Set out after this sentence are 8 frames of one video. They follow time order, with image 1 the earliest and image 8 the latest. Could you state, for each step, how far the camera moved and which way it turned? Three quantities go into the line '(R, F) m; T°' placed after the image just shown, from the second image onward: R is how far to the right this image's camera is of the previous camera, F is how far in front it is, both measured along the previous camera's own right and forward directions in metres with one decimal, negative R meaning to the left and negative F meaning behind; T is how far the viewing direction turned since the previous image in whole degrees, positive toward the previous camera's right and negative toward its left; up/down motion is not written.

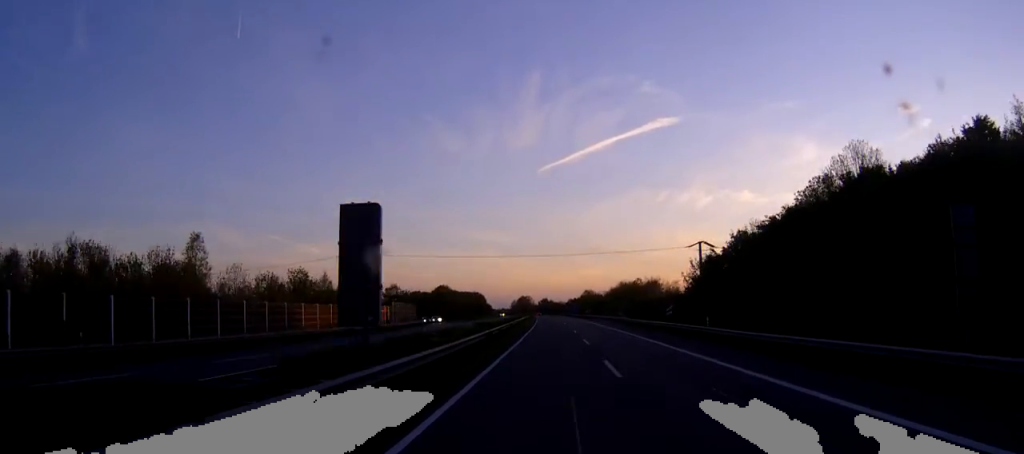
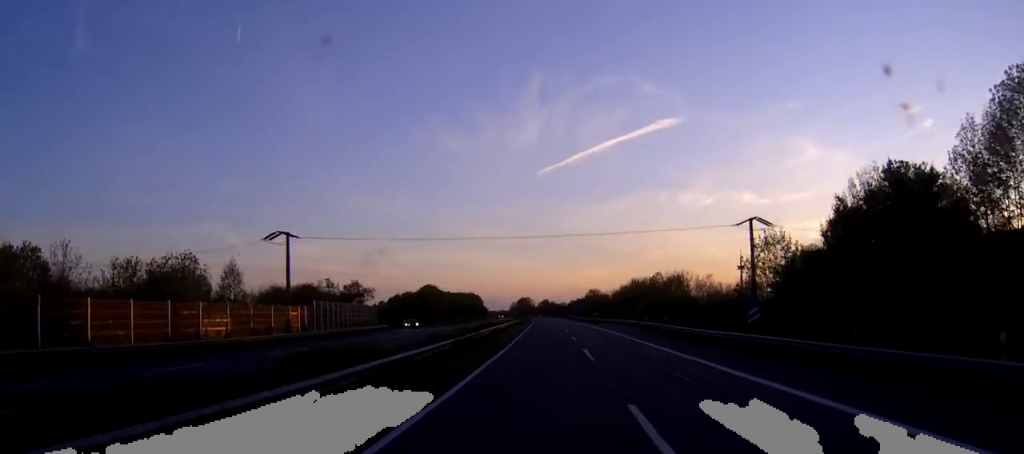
(0.0, +29.3) m; 0°
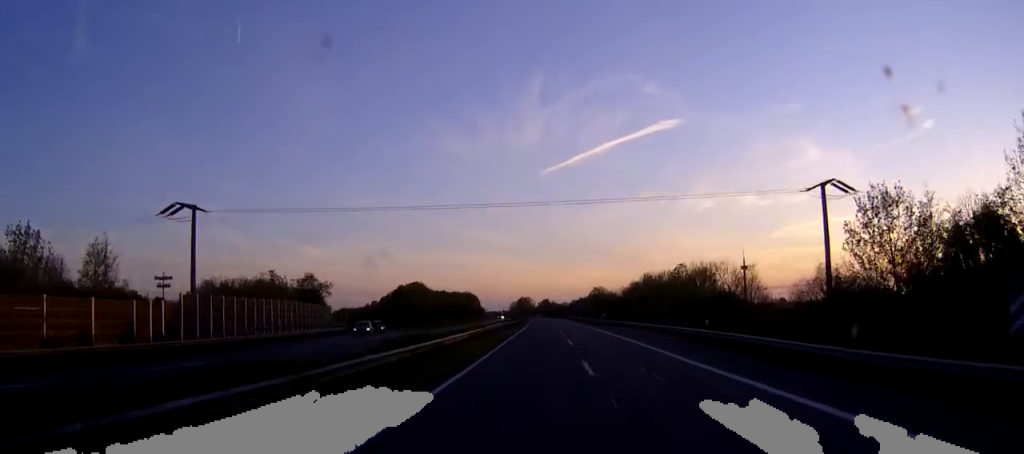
(0.0, +23.0) m; 0°
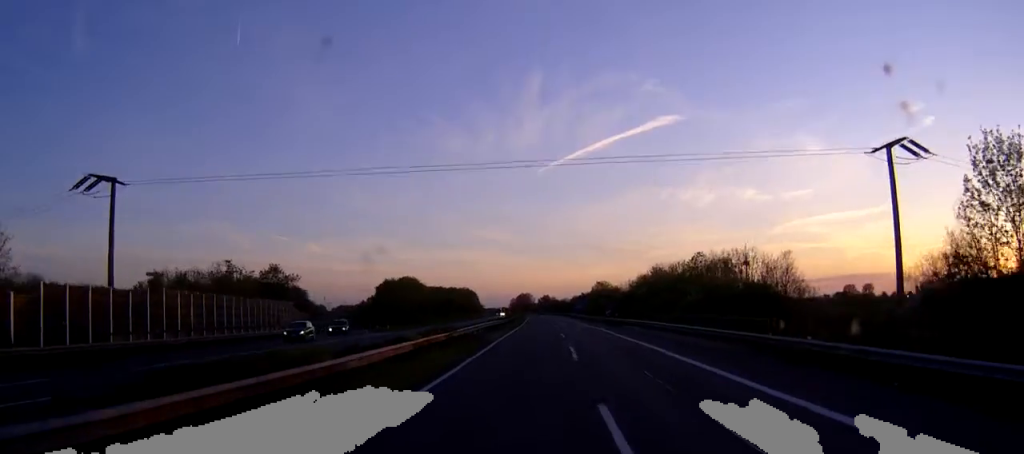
(0.0, +12.8) m; 0°
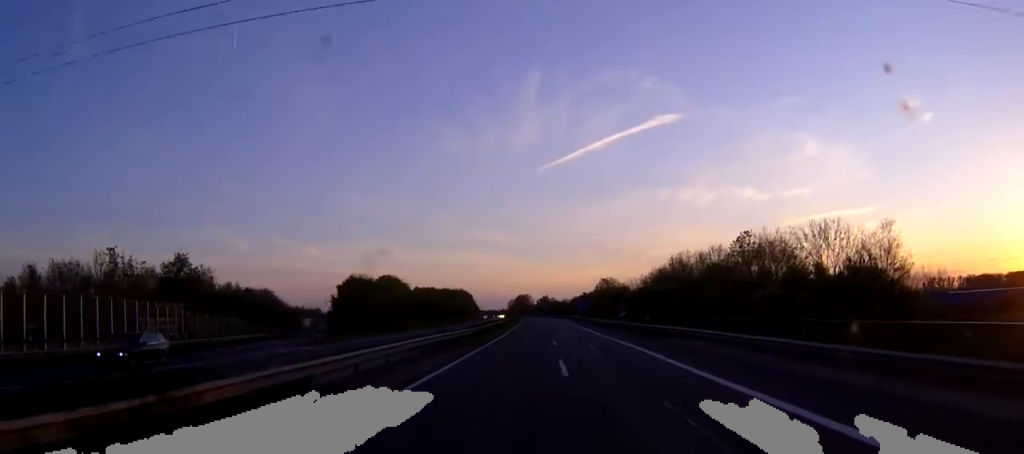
(0.0, +23.0) m; 0°
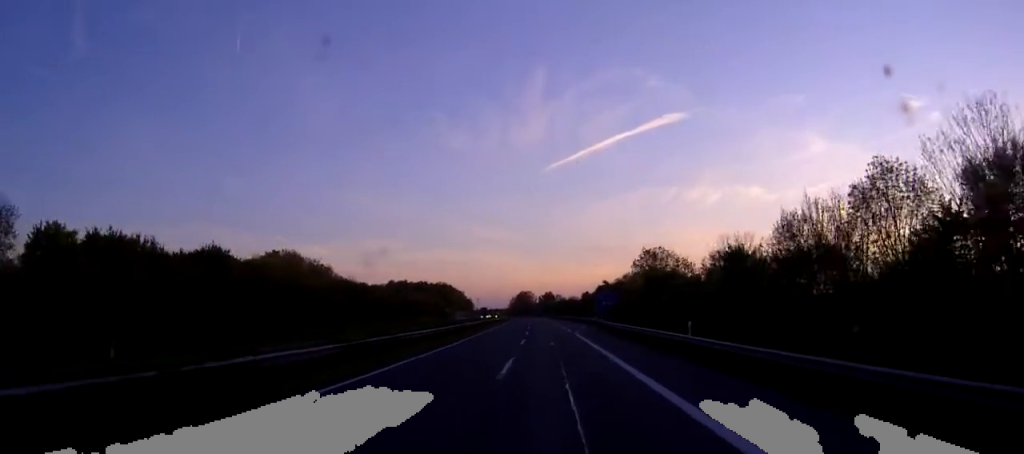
(-0.2, +72.2) m; -1°
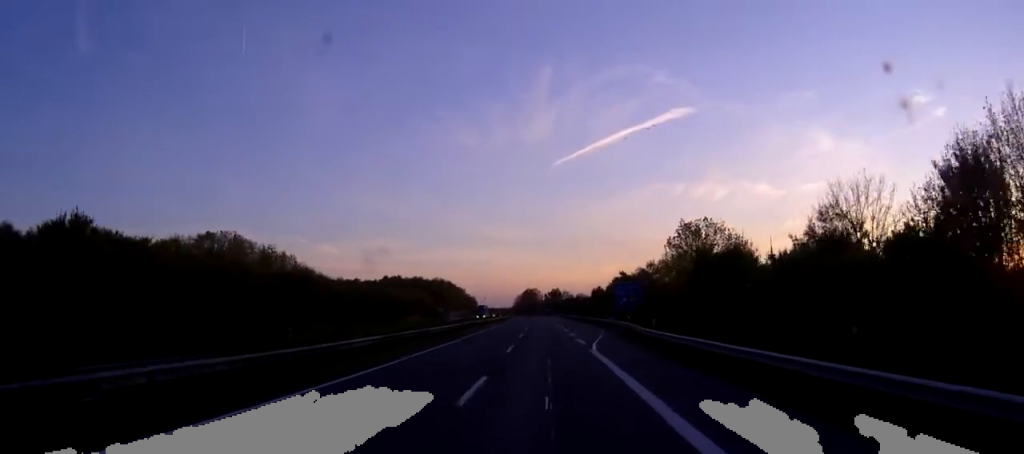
(-0.1, +23.2) m; -1°
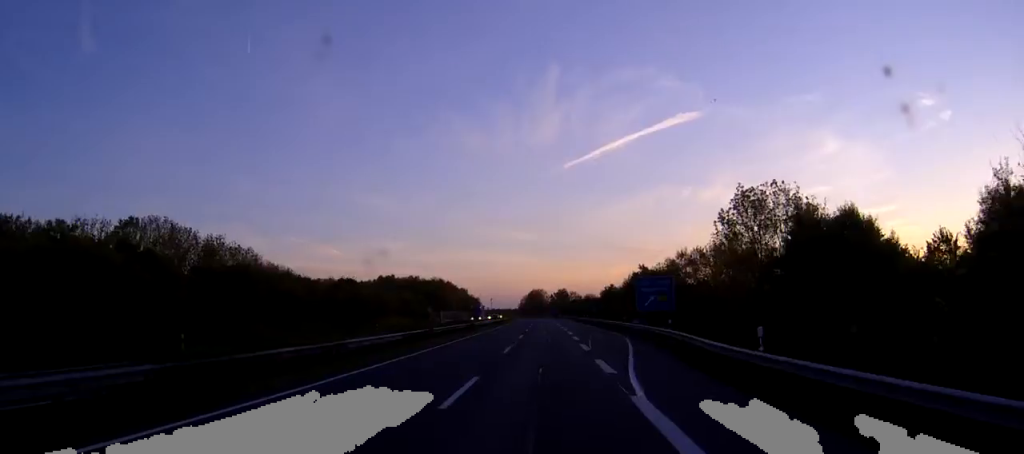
(0.0, +18.5) m; 0°
